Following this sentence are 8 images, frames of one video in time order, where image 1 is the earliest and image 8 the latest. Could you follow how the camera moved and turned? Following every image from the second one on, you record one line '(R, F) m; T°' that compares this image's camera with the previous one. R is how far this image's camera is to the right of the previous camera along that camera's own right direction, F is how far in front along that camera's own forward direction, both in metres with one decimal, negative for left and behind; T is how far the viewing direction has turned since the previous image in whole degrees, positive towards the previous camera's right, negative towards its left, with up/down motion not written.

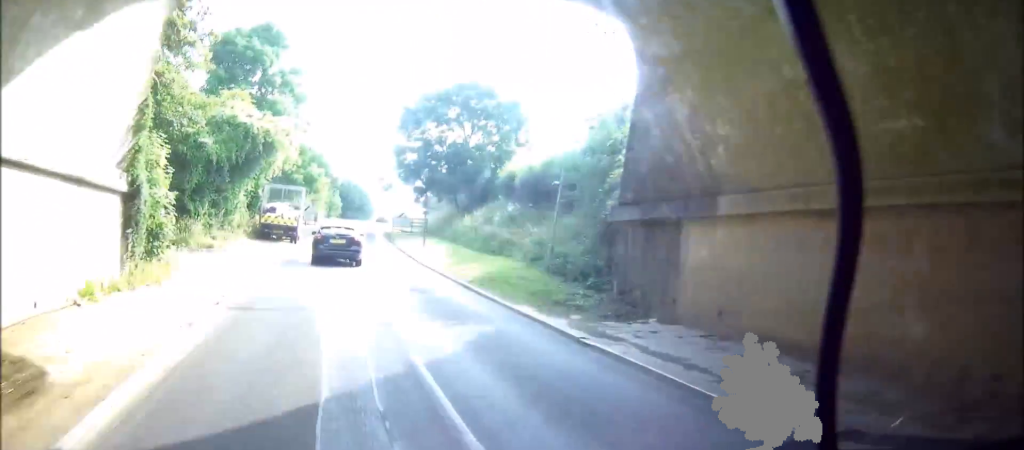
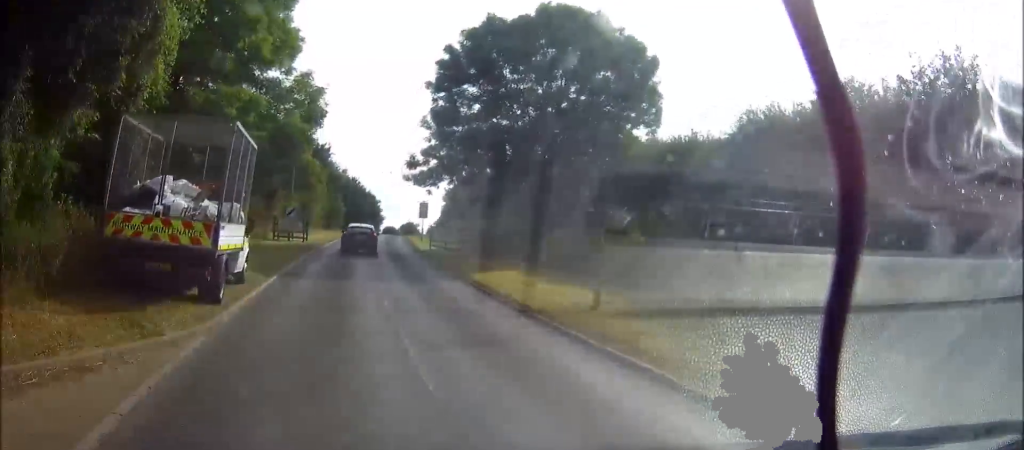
(0.0, +26.2) m; -2°
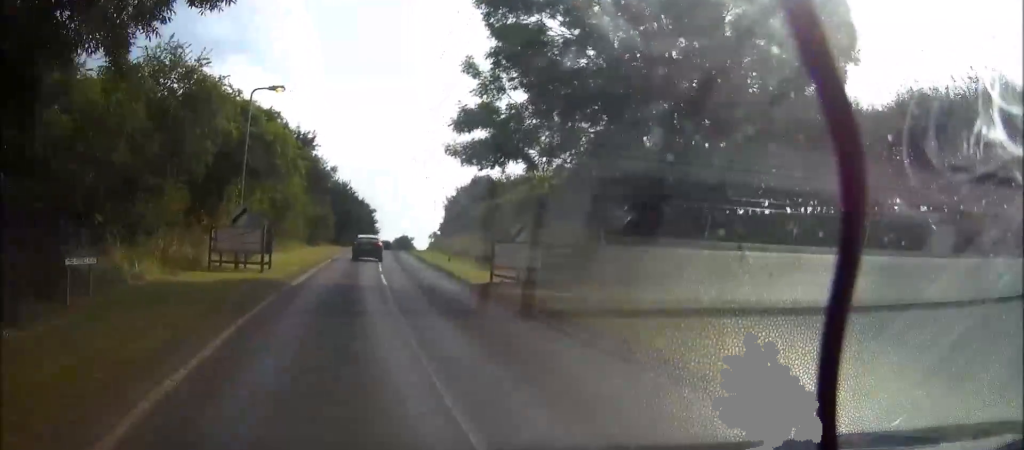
(-0.5, +18.7) m; -1°
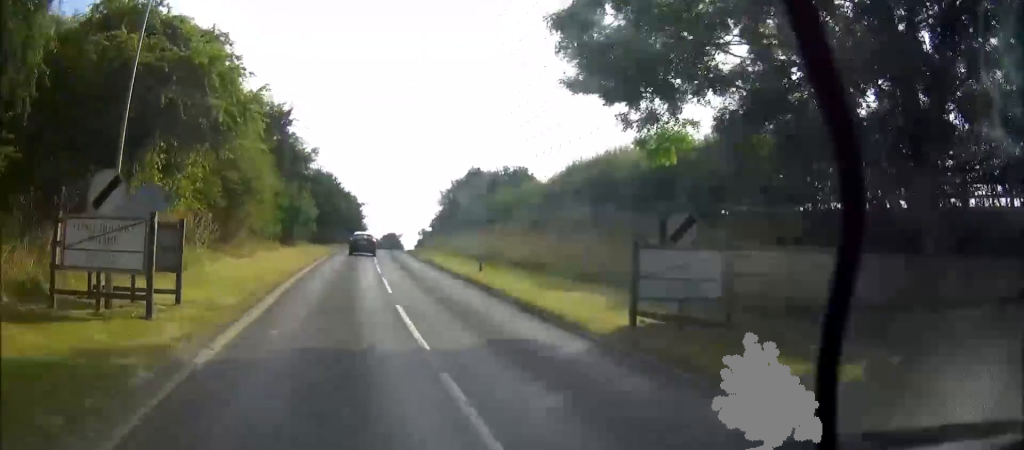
(+0.1, +12.5) m; 0°
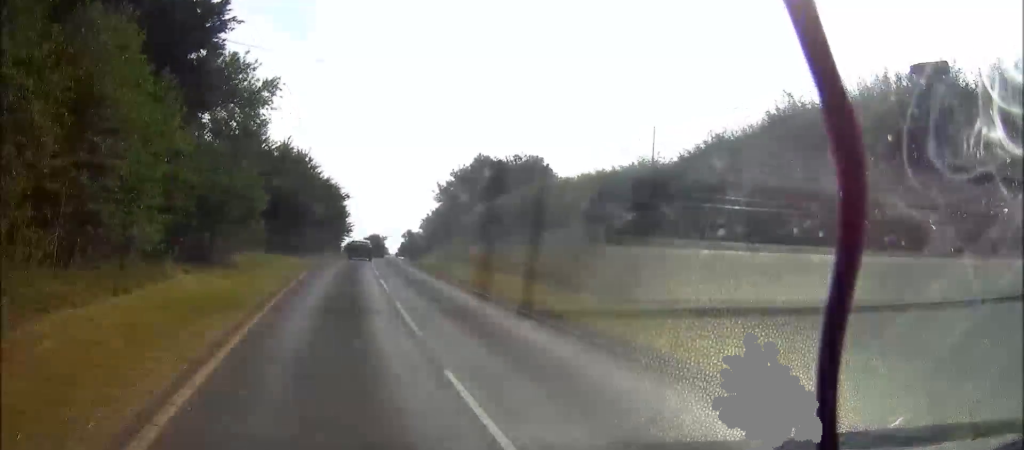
(+0.1, +22.8) m; +1°
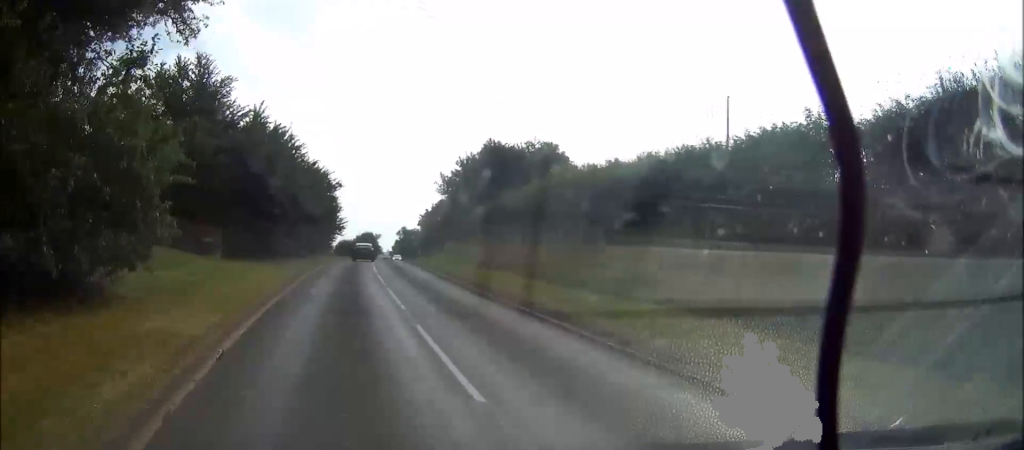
(+0.1, +13.0) m; +1°
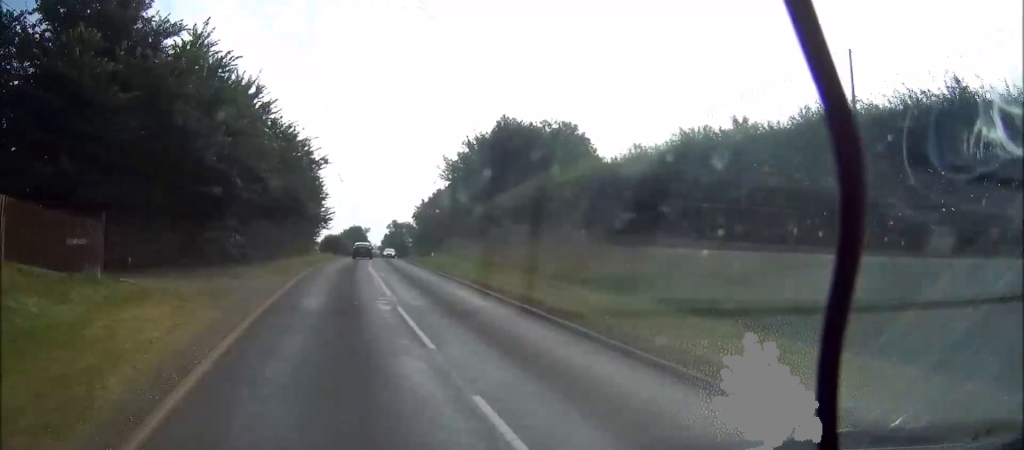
(+0.1, +13.8) m; +2°
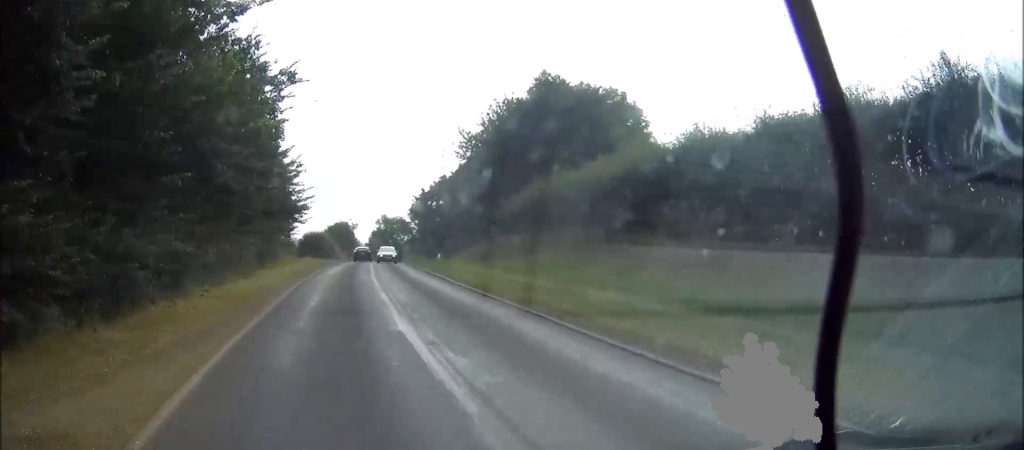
(+0.5, +20.3) m; +2°
